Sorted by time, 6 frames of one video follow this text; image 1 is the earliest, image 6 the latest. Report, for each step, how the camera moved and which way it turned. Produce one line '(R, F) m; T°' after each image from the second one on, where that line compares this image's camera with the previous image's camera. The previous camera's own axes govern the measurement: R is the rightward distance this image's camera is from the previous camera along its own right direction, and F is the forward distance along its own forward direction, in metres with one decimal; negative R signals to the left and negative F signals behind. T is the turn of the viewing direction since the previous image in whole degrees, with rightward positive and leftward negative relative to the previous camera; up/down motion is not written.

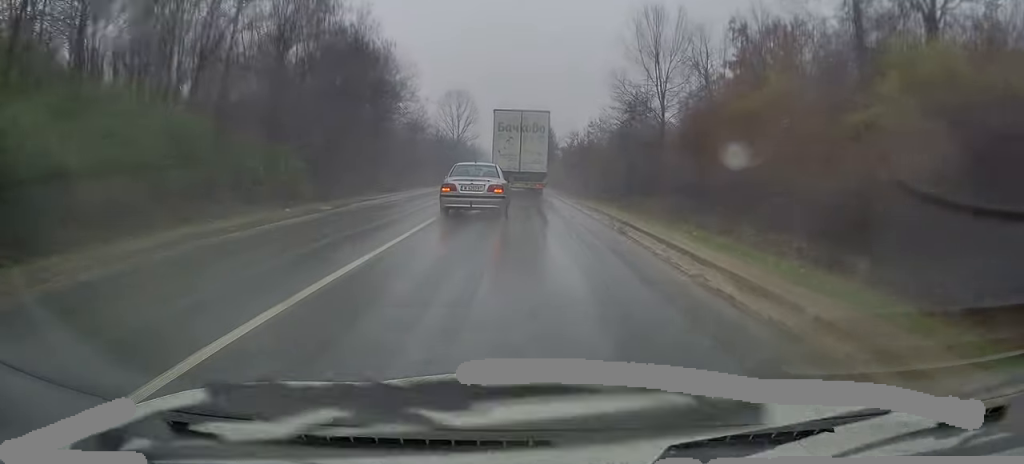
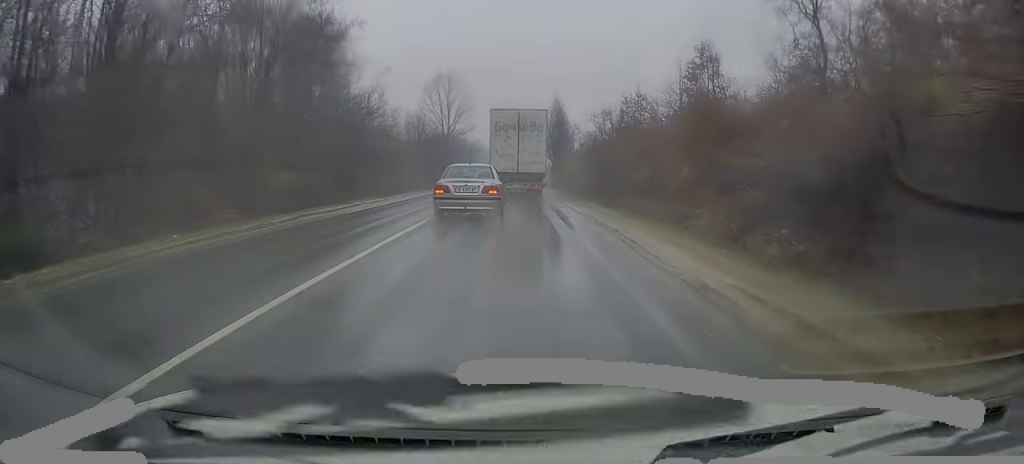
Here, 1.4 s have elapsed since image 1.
(+0.4, +22.3) m; +1°
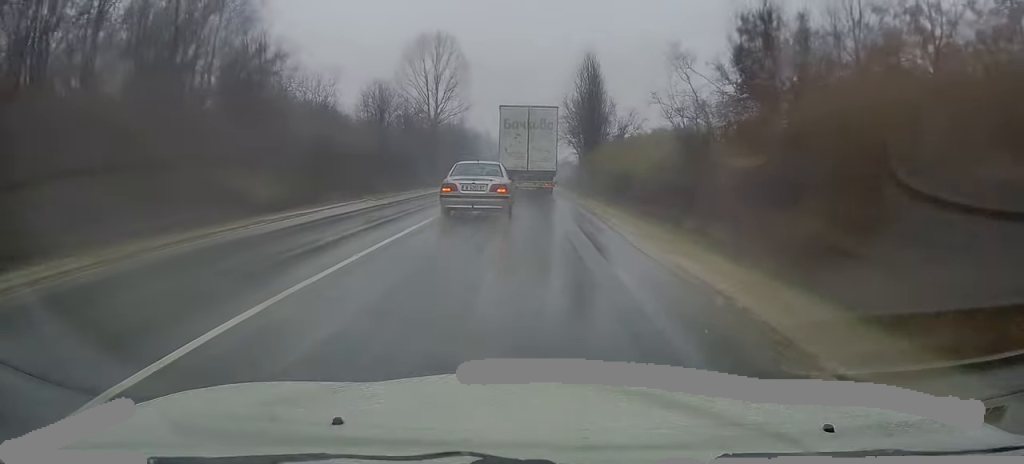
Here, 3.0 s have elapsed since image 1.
(-0.4, +26.3) m; -2°
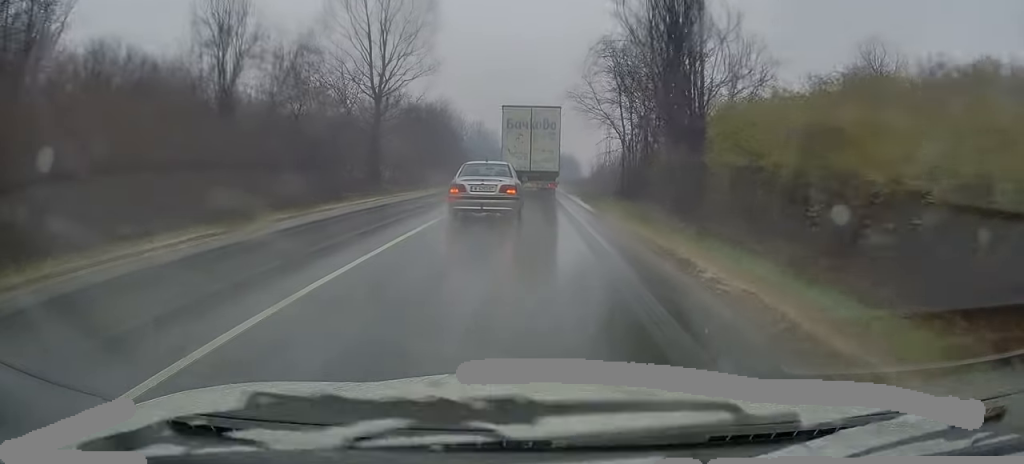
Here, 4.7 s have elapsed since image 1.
(-0.2, +28.4) m; 0°
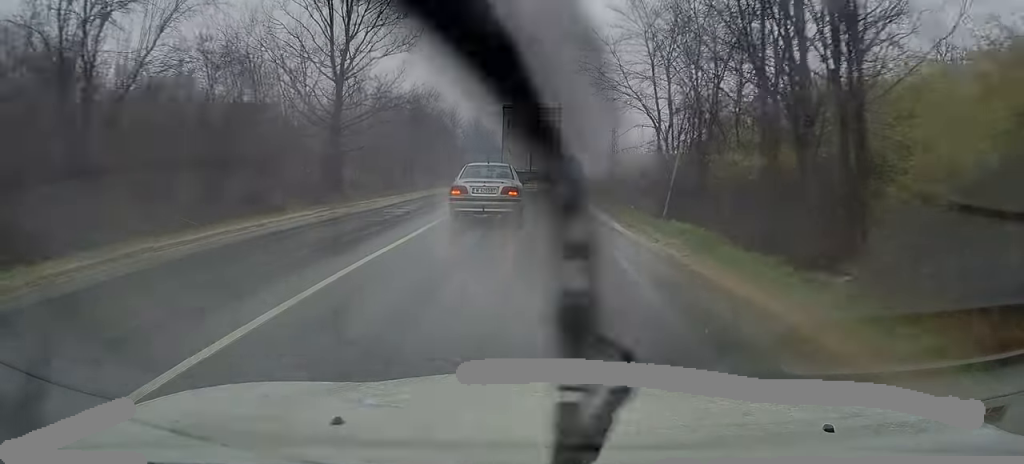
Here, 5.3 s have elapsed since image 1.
(0.0, +9.7) m; 0°
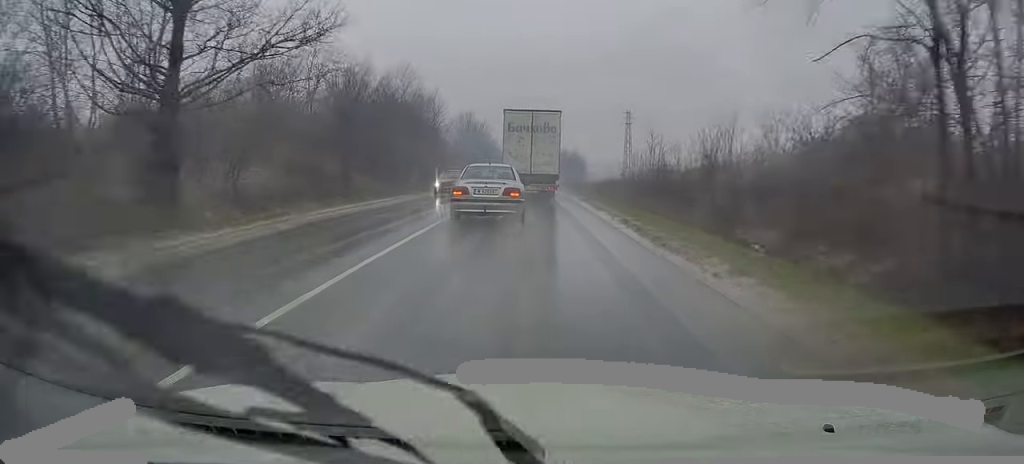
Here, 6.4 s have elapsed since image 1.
(0.0, +18.2) m; 0°
